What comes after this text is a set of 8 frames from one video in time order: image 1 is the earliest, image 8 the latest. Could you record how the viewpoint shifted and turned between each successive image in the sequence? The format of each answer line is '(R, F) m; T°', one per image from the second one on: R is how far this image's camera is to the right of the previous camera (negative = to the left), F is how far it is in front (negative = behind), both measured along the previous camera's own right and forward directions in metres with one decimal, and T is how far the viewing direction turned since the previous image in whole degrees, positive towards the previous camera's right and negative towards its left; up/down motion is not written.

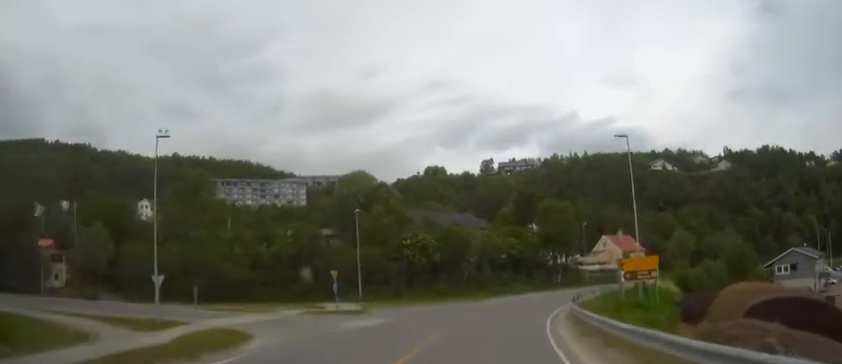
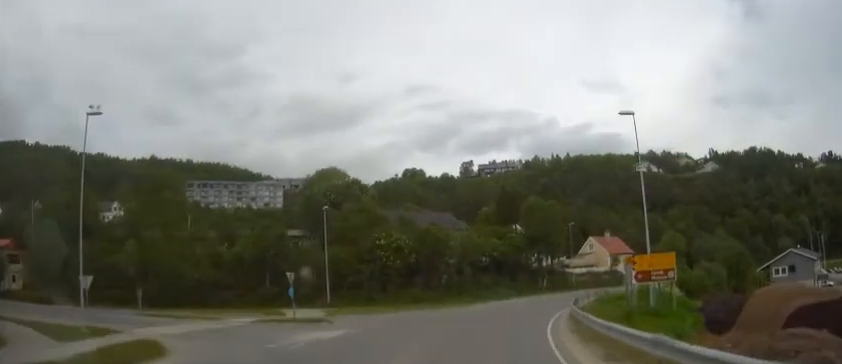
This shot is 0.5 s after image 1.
(0.0, +5.6) m; 0°
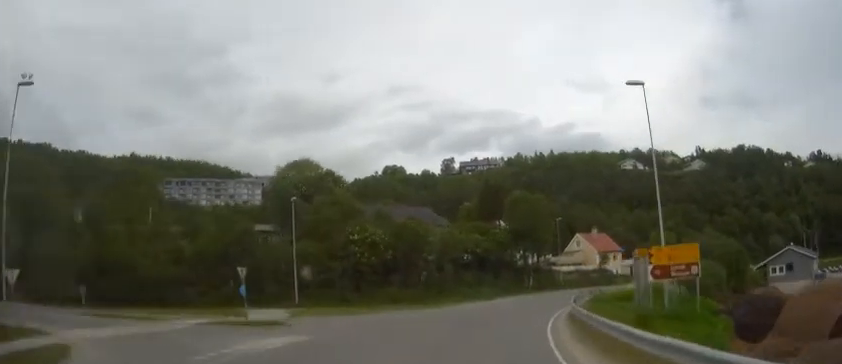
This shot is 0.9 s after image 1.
(0.0, +4.8) m; 0°
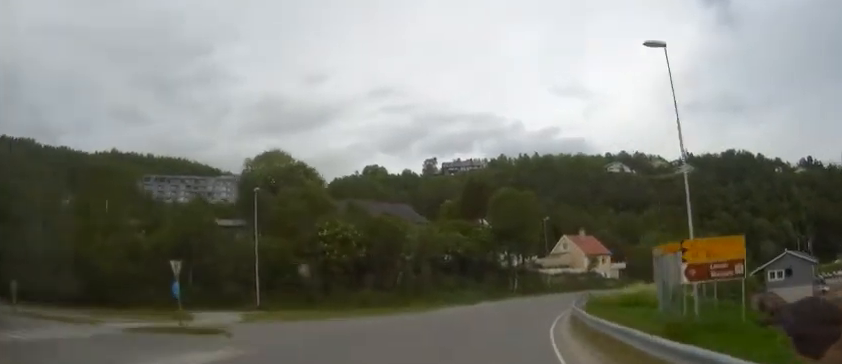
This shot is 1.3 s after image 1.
(0.0, +5.2) m; +2°
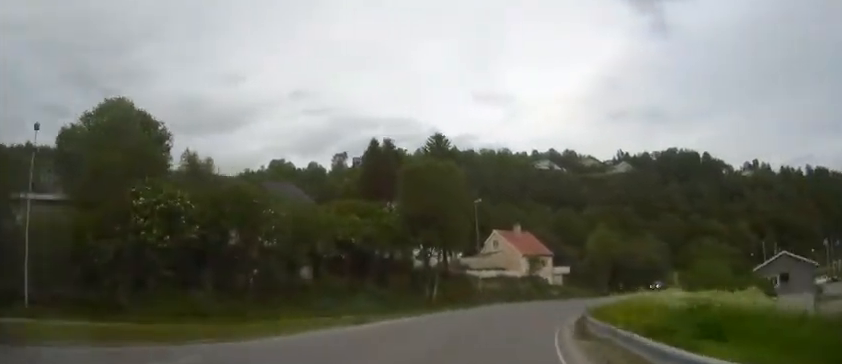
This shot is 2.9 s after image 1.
(+2.0, +19.6) m; +11°
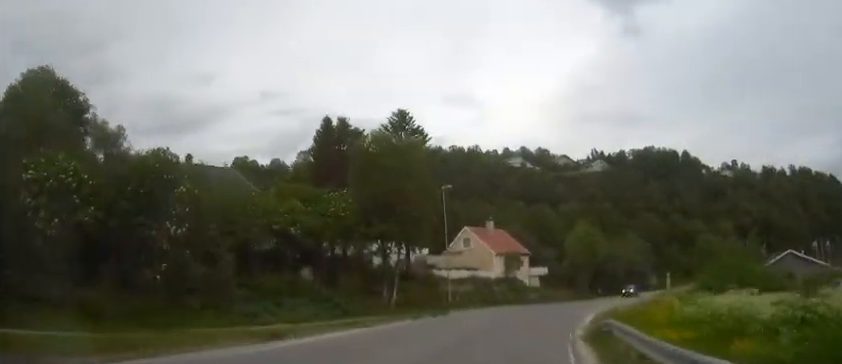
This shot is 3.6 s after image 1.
(0.0, +7.8) m; 0°
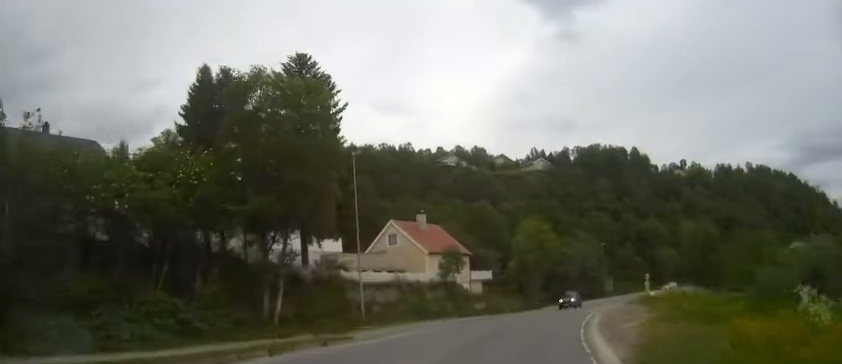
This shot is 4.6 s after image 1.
(0.0, +13.3) m; +4°
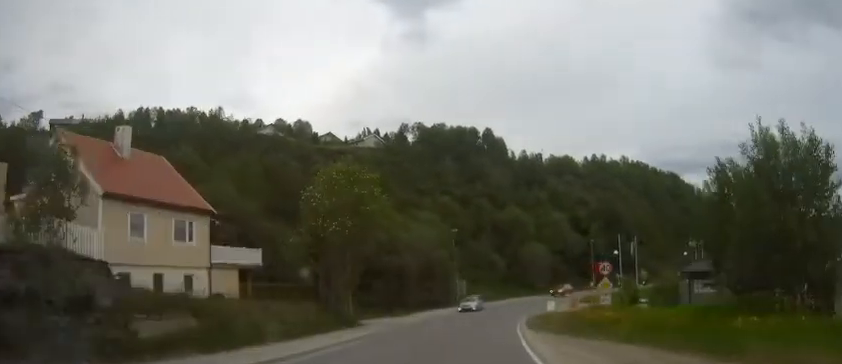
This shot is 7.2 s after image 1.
(+5.8, +31.2) m; +19°
